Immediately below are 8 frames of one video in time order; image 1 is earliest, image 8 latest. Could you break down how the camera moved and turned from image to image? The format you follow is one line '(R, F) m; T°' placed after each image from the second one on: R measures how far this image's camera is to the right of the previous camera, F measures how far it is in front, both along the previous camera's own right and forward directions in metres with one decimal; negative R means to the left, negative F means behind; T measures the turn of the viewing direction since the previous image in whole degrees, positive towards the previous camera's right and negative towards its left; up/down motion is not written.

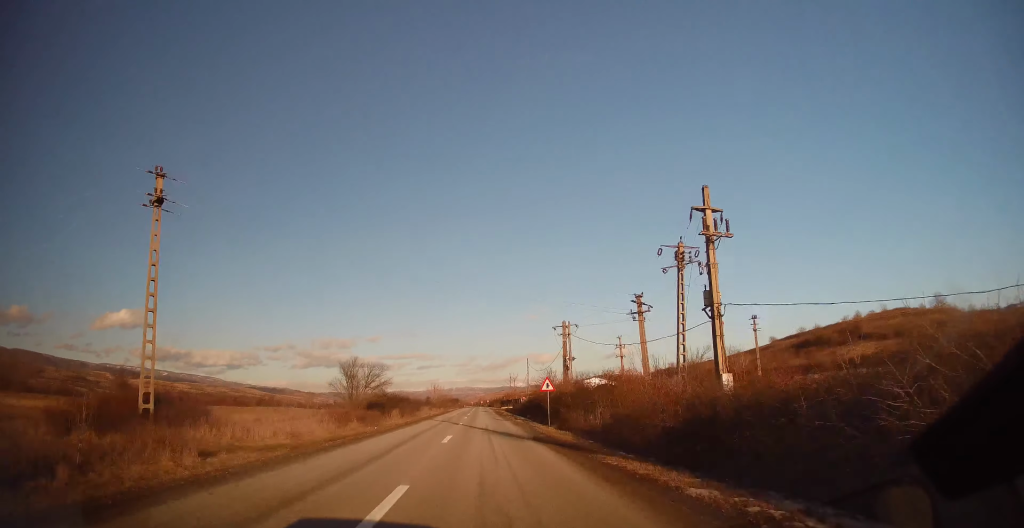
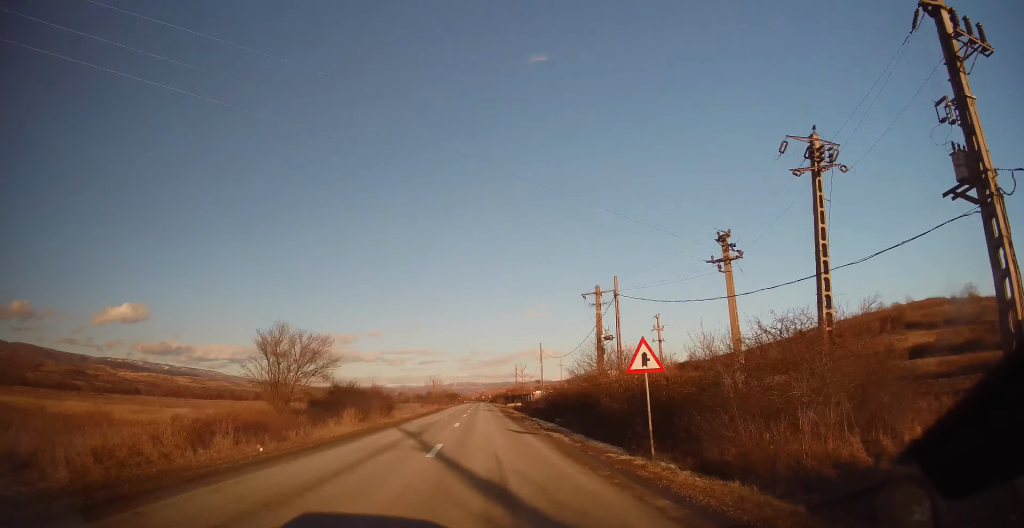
(+0.1, +16.8) m; 0°
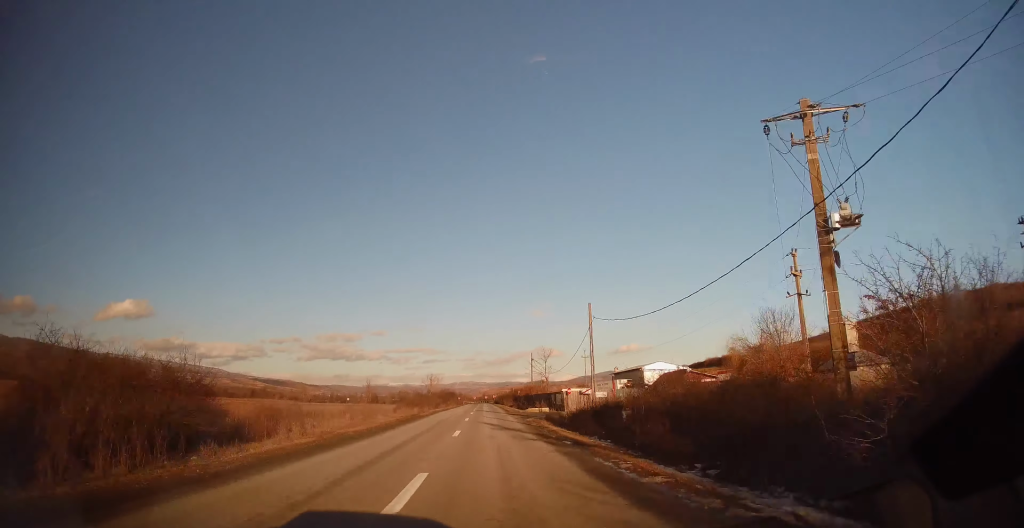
(-0.3, +29.4) m; 0°
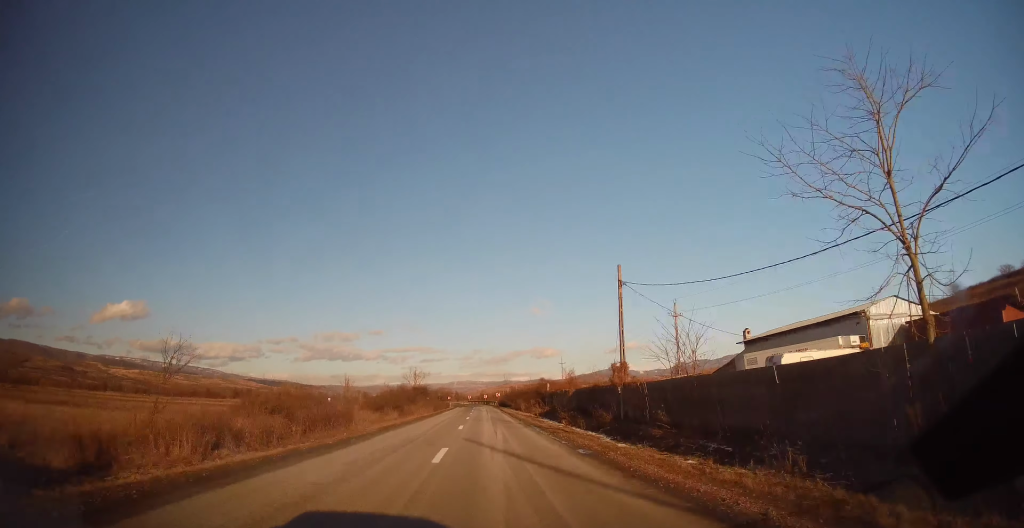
(+1.0, +54.7) m; +1°
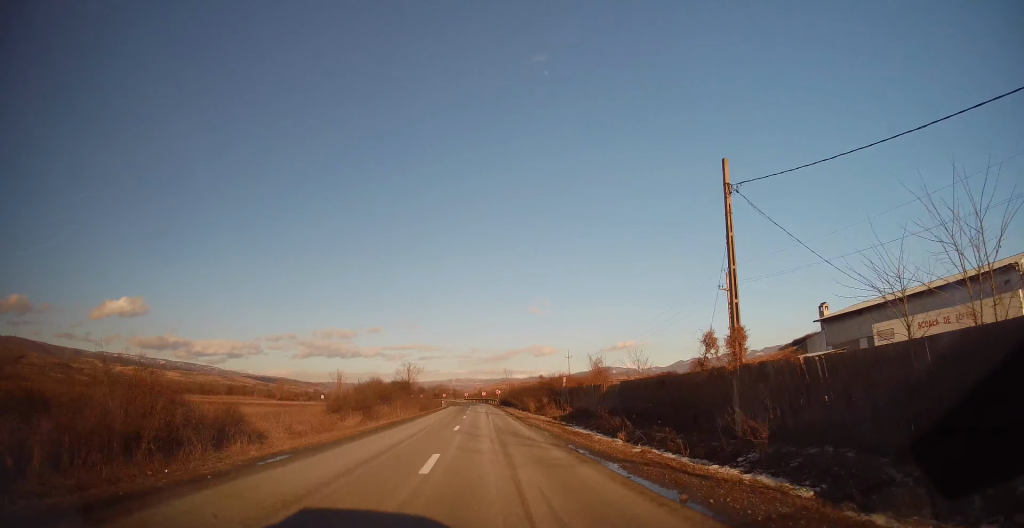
(0.0, +13.0) m; 0°
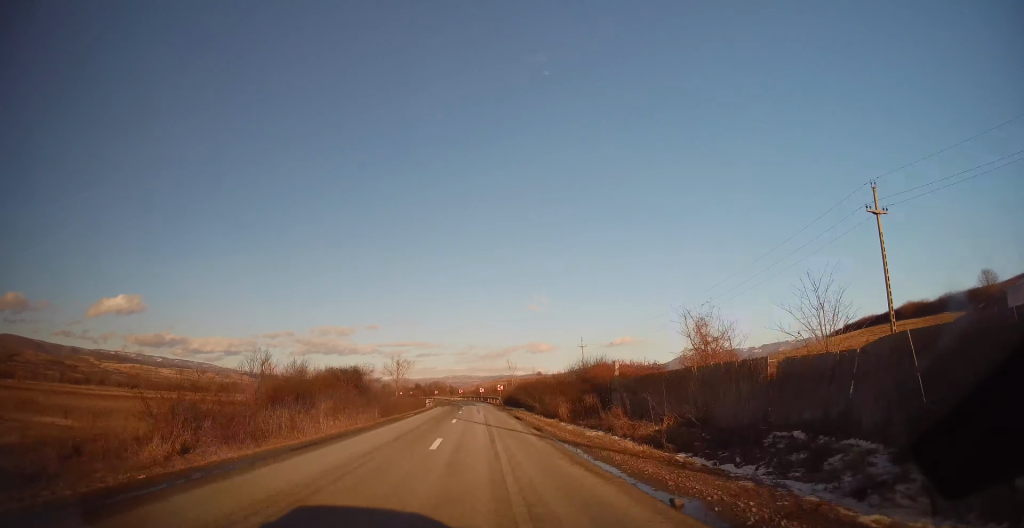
(0.0, +19.4) m; 0°
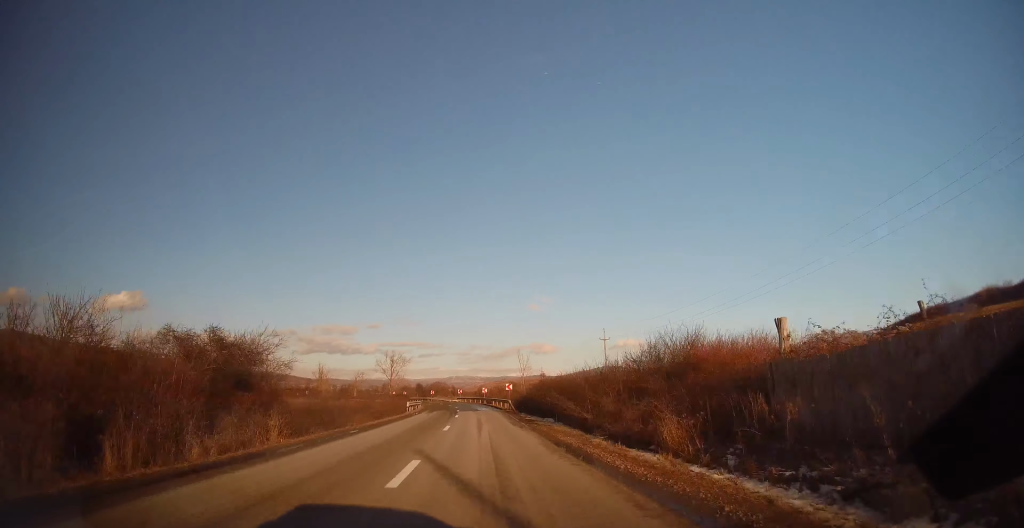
(-0.1, +16.7) m; -1°
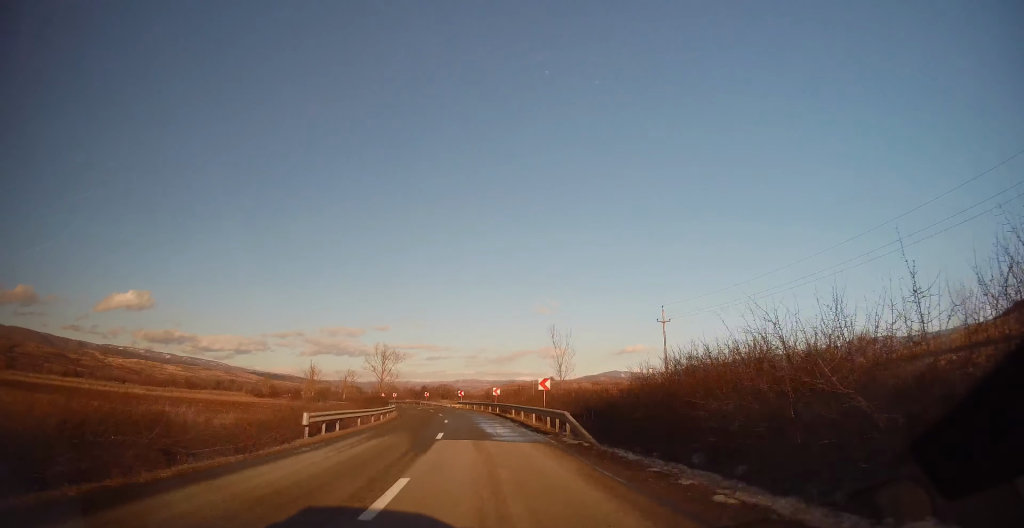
(-0.2, +25.6) m; -1°
